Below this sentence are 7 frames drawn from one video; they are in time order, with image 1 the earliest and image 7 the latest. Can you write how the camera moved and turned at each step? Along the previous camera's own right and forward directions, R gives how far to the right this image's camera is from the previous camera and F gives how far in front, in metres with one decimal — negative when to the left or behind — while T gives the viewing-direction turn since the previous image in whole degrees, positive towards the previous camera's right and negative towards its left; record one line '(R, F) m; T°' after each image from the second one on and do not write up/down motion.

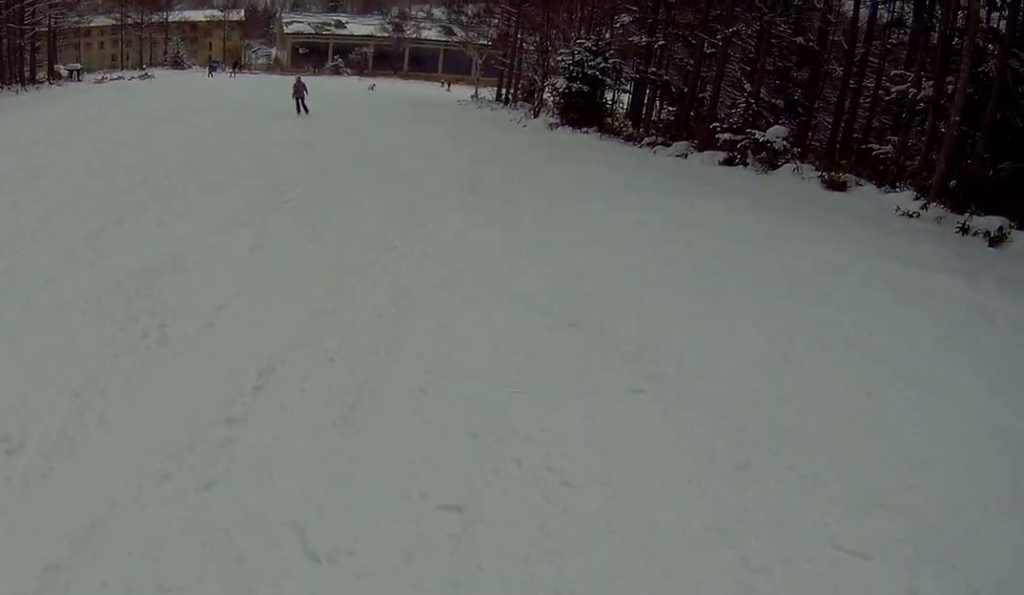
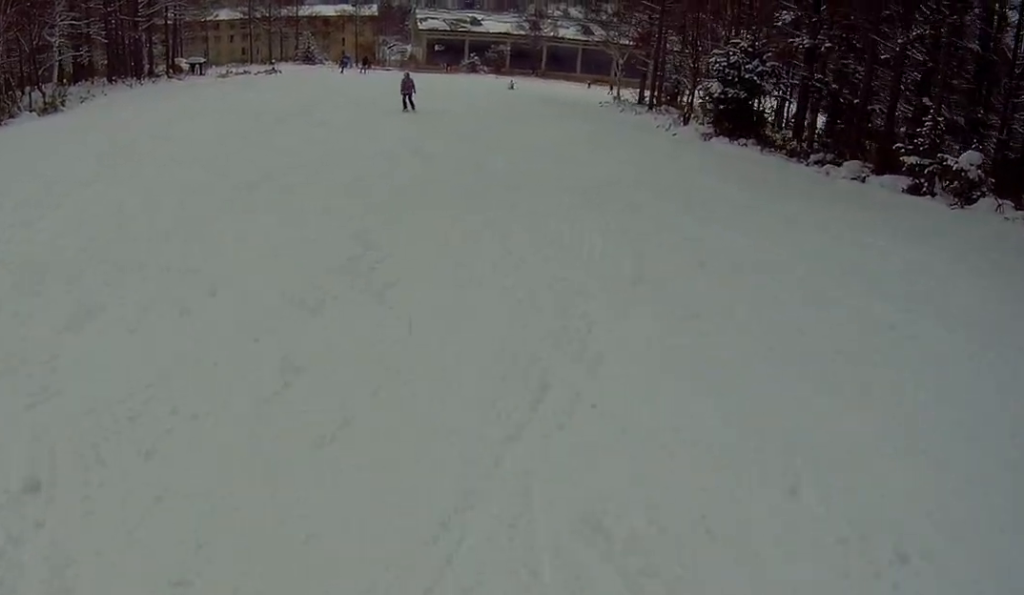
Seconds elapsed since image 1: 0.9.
(+0.2, +4.4) m; 0°
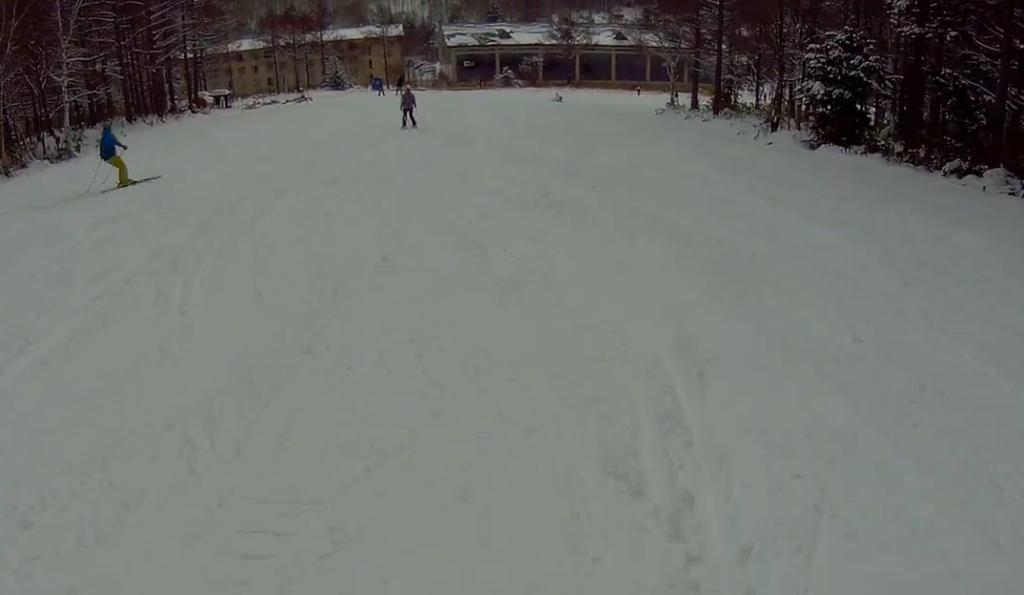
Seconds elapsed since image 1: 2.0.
(-0.2, +5.4) m; 0°
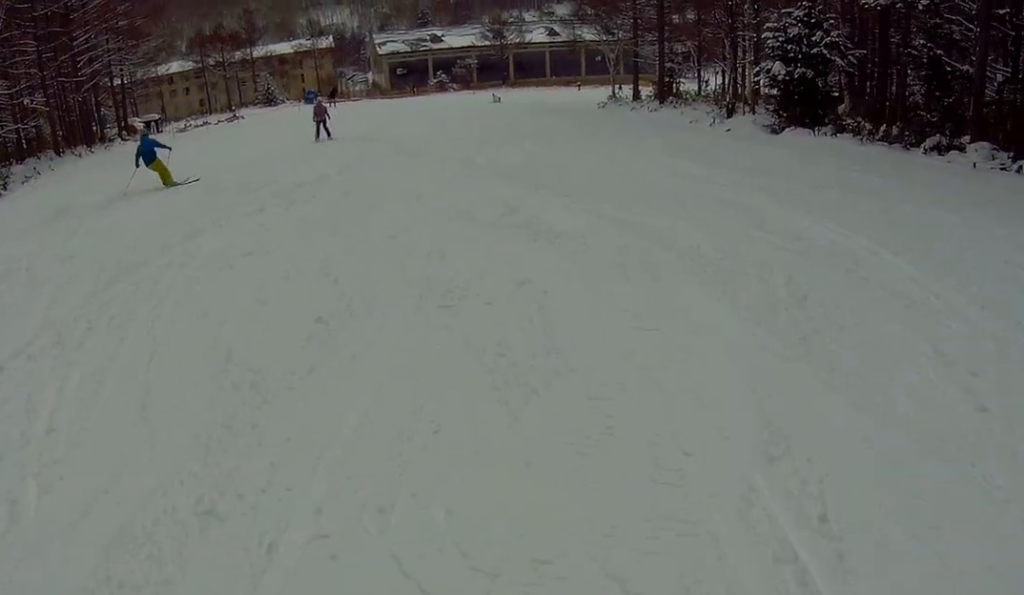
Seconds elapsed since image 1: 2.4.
(+0.2, +2.0) m; 0°
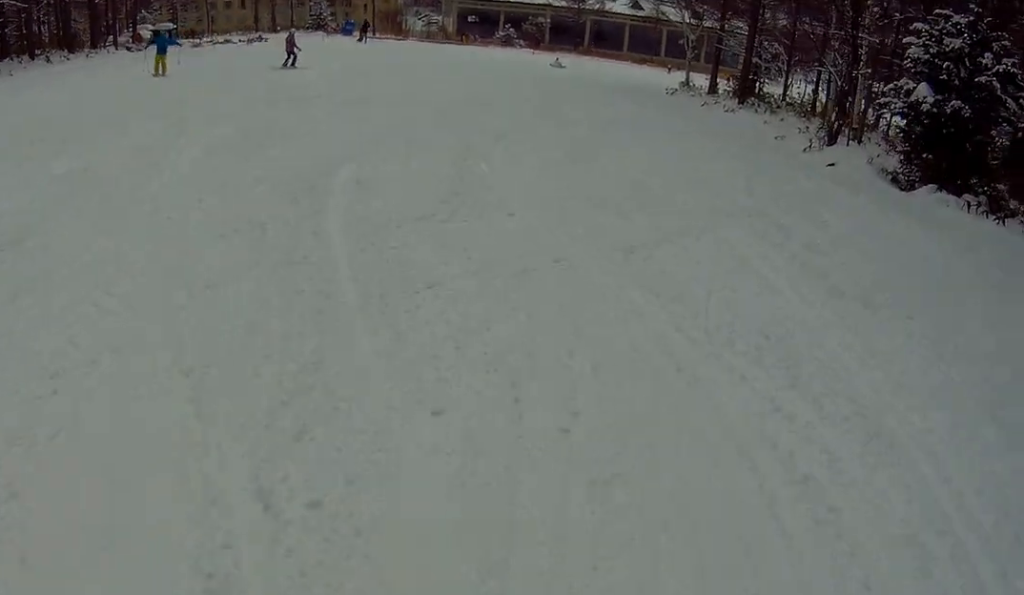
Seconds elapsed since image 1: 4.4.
(-1.8, +9.1) m; -19°
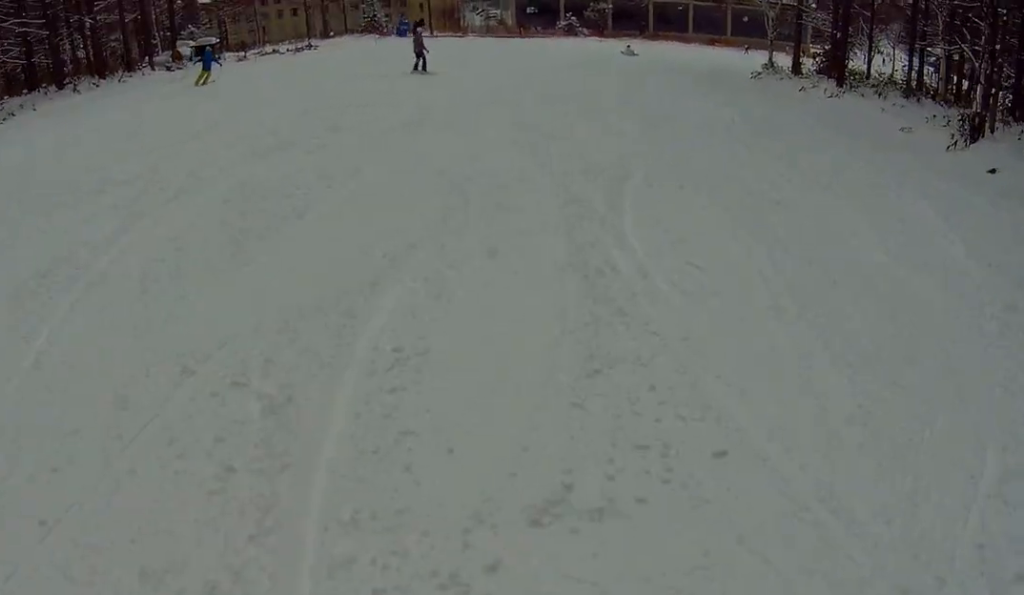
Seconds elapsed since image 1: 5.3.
(-0.1, +4.4) m; +3°
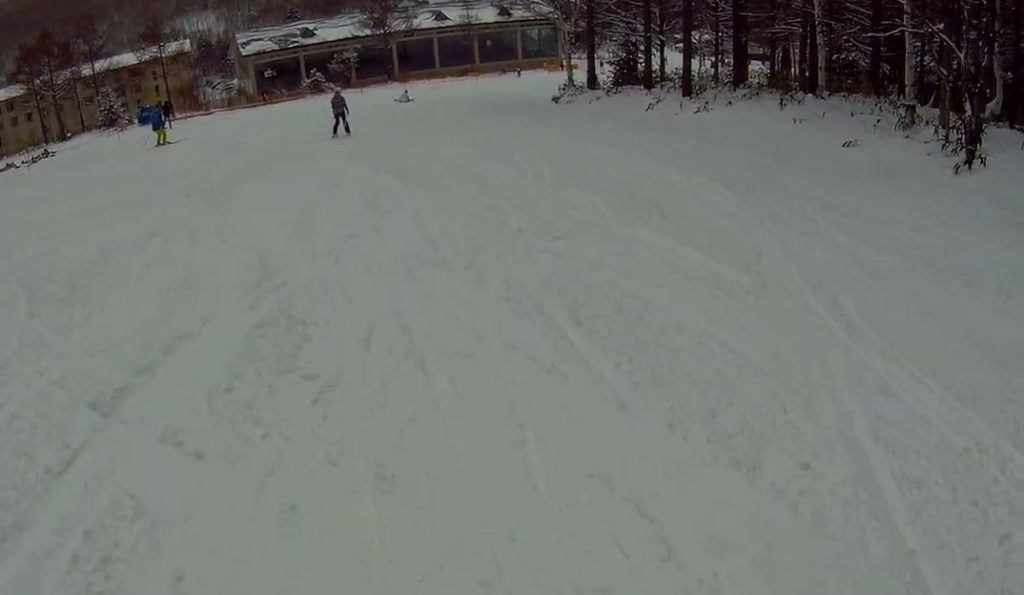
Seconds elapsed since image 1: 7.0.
(+0.5, +8.1) m; -1°
